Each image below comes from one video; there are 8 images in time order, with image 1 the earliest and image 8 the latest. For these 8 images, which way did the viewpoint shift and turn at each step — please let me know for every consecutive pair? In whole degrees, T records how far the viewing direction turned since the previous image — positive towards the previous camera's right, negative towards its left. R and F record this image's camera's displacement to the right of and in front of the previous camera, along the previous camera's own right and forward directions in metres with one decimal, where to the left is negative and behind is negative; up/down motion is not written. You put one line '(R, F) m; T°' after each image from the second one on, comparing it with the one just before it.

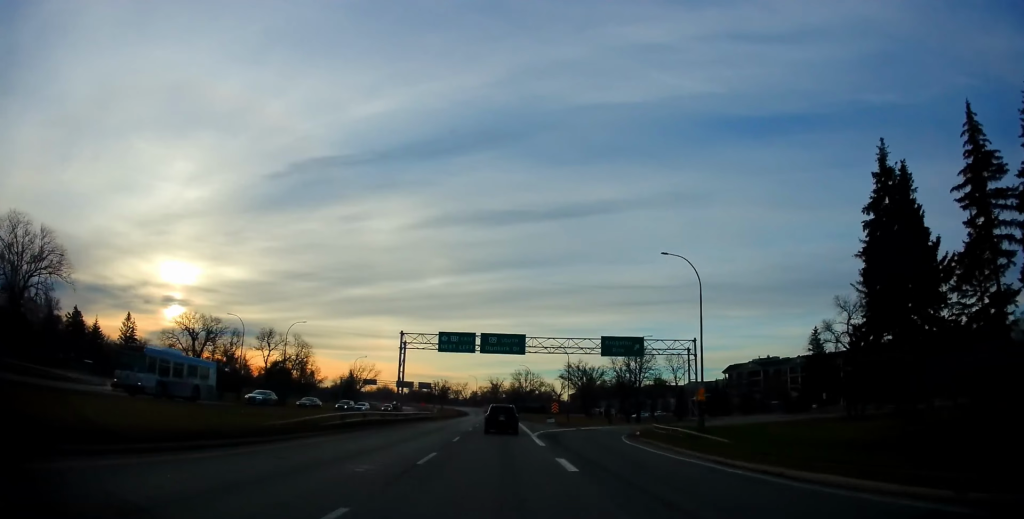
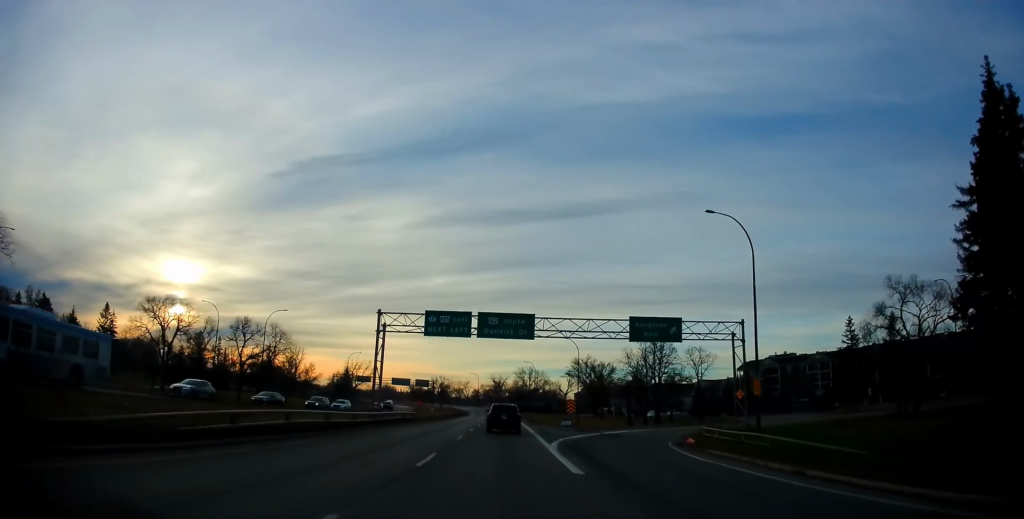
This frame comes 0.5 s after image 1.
(-0.2, +9.8) m; 0°
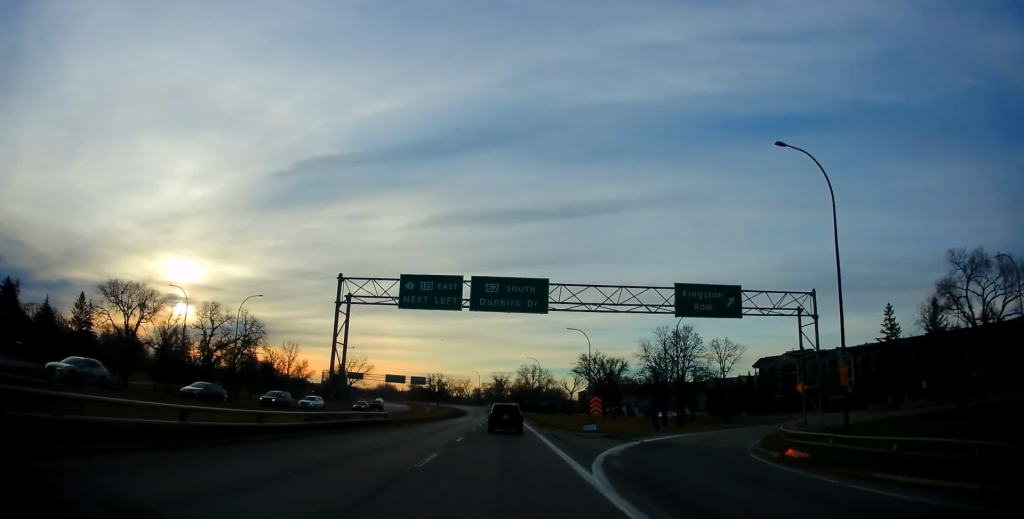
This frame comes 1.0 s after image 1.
(+0.1, +9.8) m; 0°
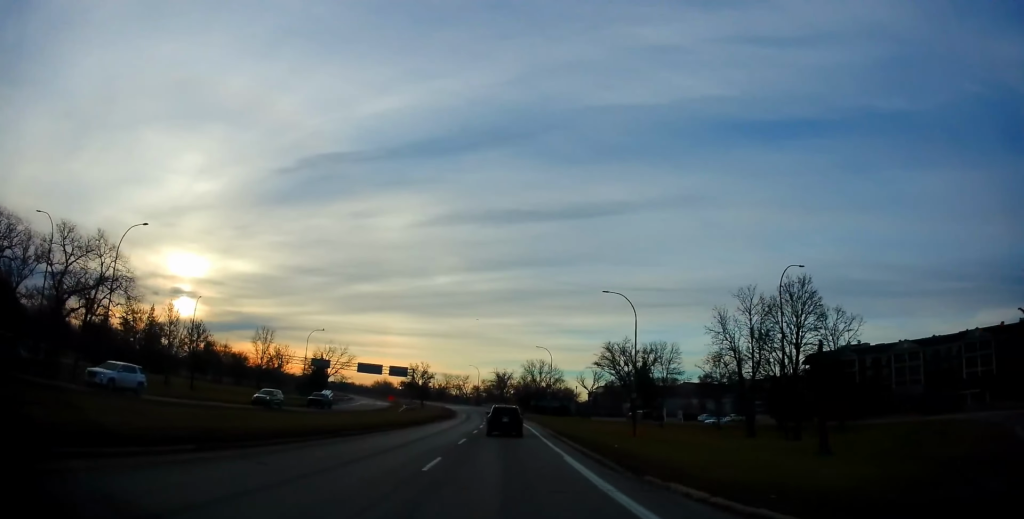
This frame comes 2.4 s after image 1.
(-0.1, +27.2) m; 0°
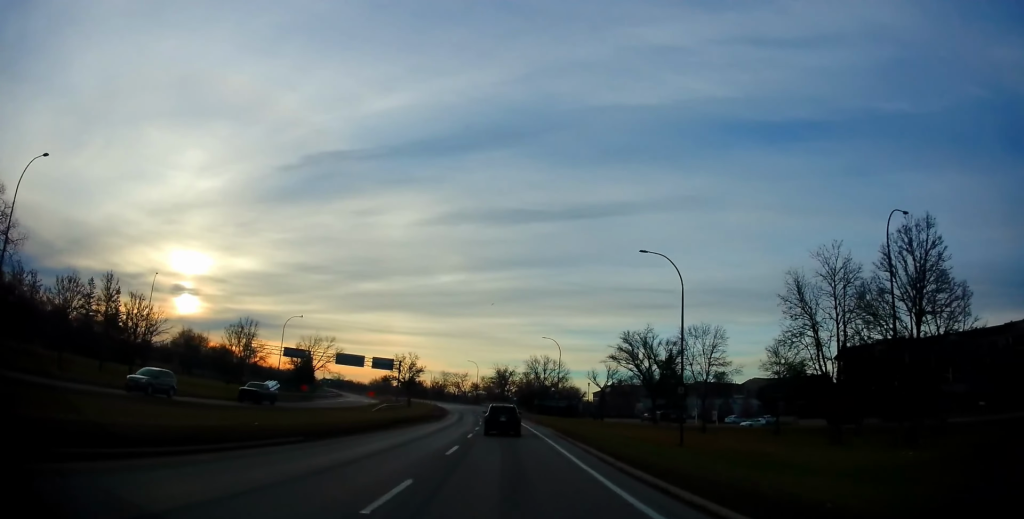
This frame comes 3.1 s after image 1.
(+0.1, +14.4) m; 0°
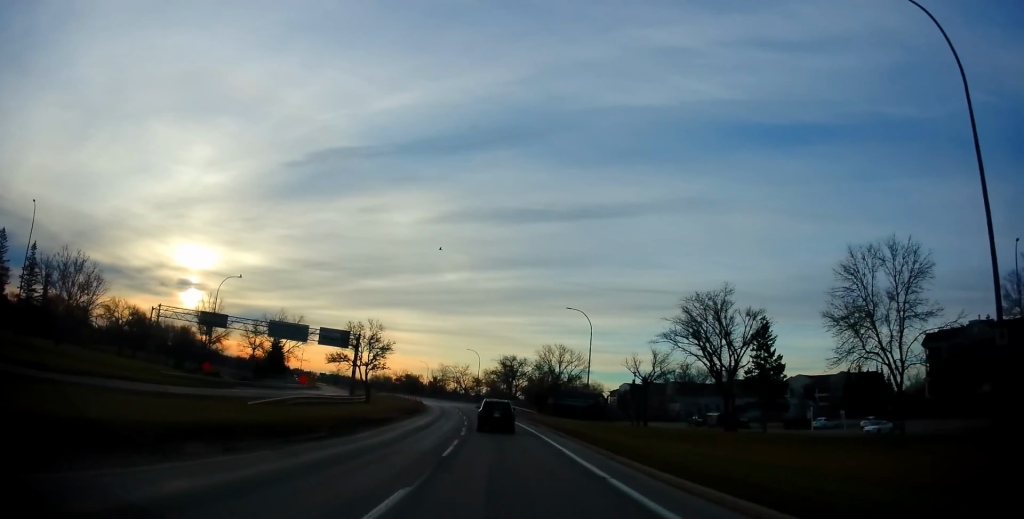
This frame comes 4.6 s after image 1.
(-0.2, +29.2) m; -1°
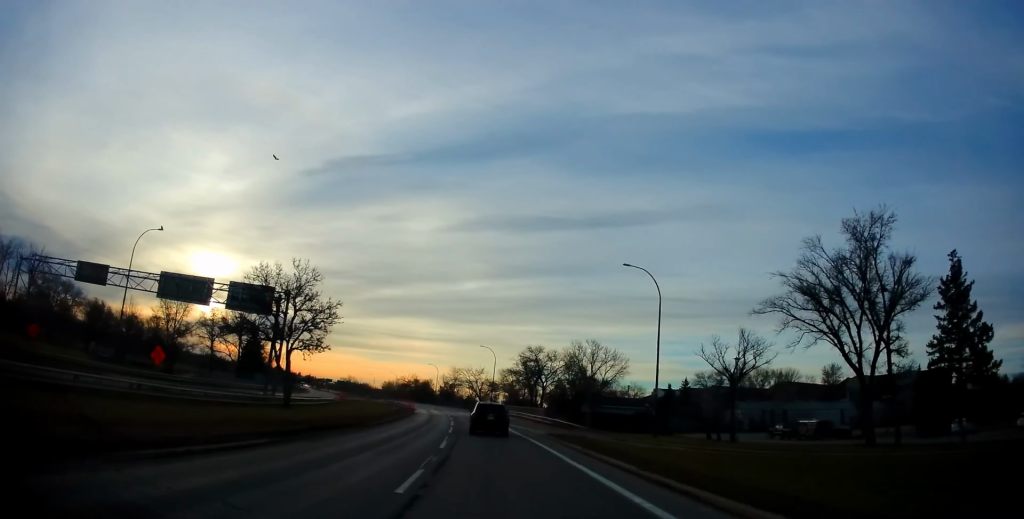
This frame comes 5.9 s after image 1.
(-0.1, +24.7) m; -2°
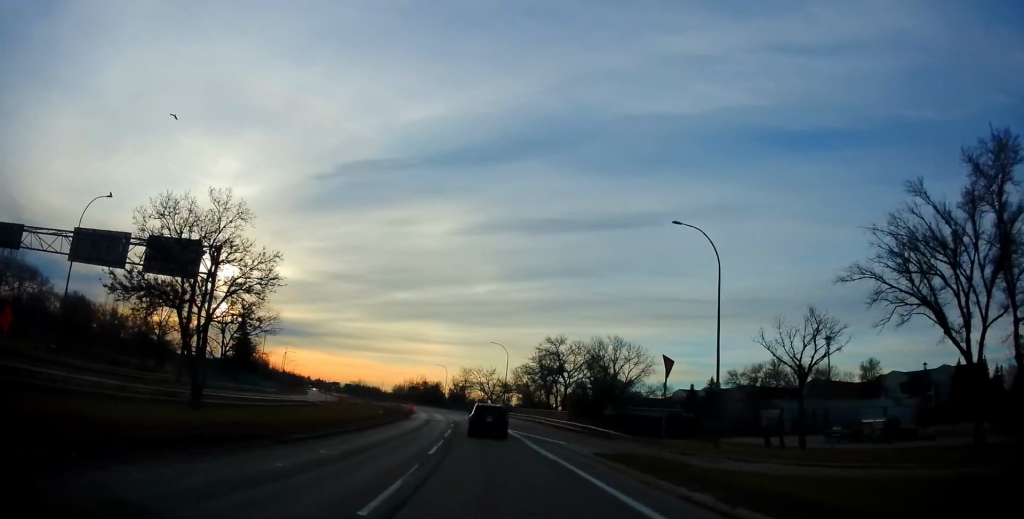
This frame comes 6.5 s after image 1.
(+0.1, +11.0) m; -2°
